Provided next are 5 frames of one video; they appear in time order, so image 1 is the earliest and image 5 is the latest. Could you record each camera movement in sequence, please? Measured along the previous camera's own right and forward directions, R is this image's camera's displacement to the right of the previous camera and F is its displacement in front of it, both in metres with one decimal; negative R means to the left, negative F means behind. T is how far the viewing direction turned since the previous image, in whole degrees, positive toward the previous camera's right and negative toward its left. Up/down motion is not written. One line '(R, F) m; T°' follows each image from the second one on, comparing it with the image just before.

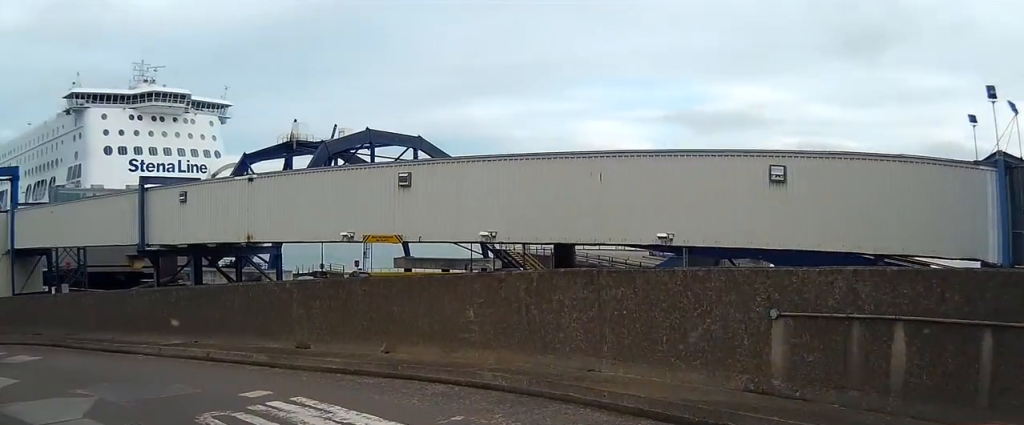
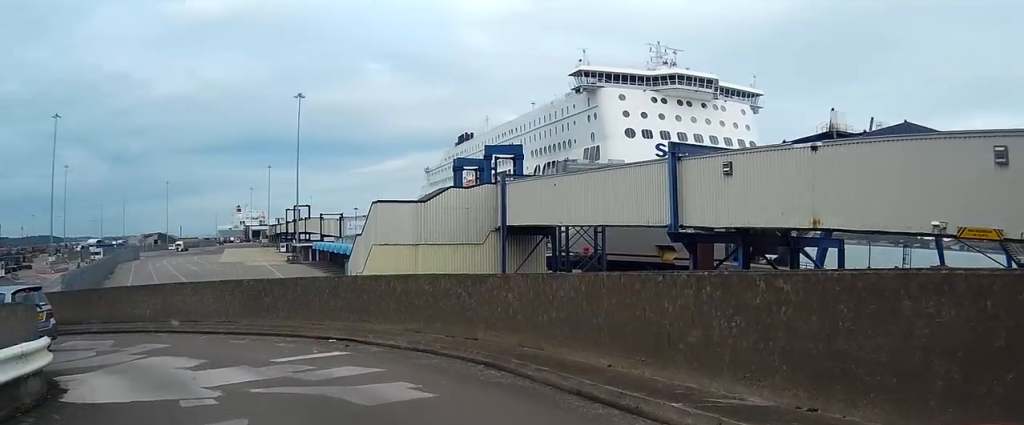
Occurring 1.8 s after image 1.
(-2.4, +6.8) m; -34°
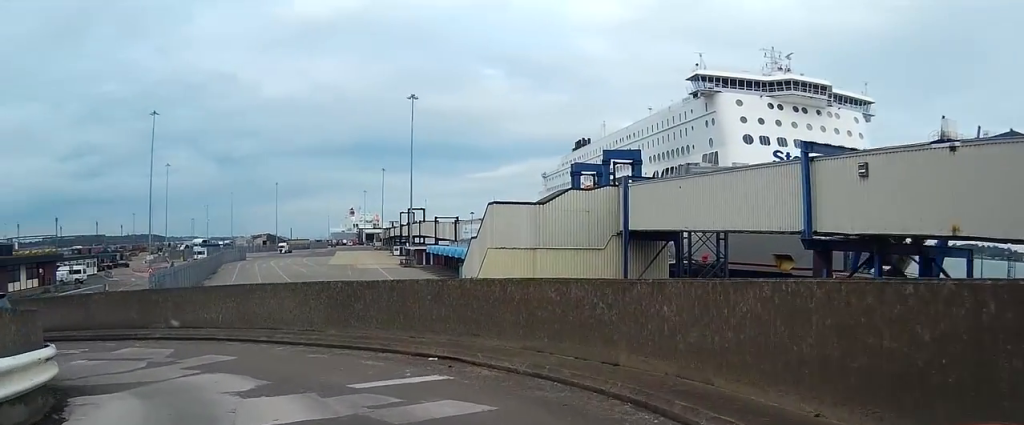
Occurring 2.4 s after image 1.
(-0.3, +2.5) m; -5°
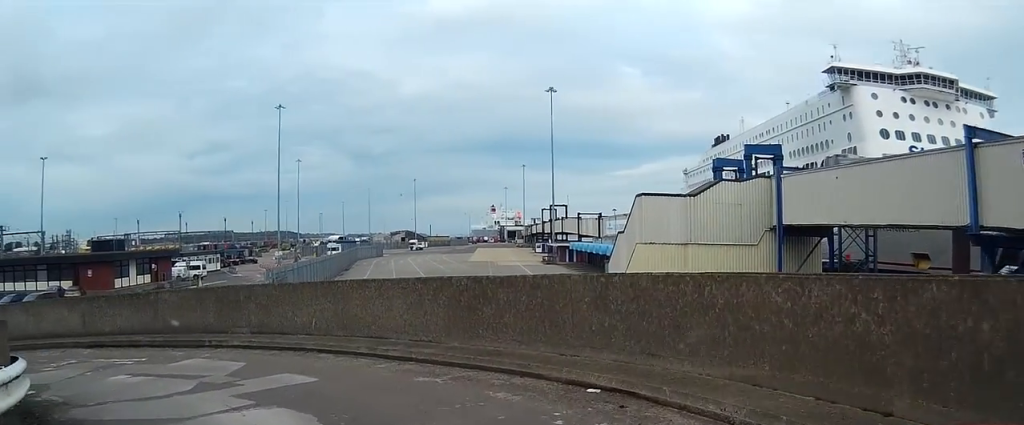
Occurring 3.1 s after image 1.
(-0.1, +3.4) m; -7°
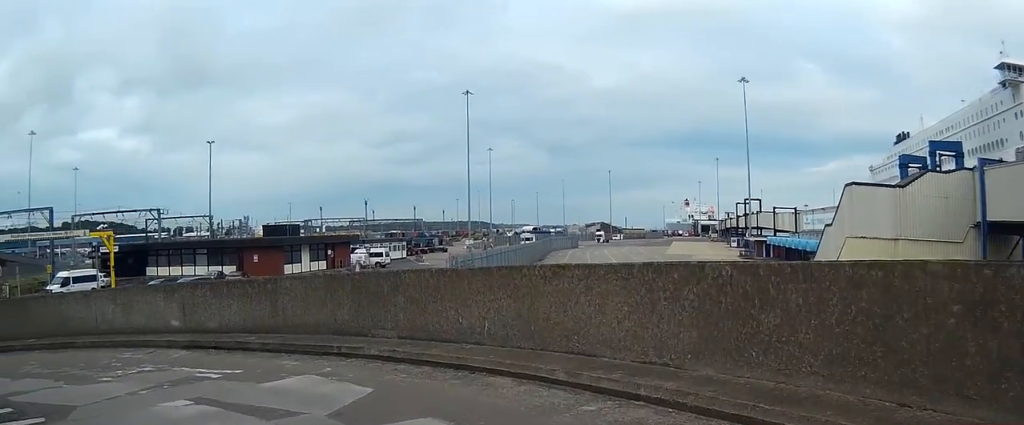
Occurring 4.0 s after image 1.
(-0.3, +4.0) m; -15°
